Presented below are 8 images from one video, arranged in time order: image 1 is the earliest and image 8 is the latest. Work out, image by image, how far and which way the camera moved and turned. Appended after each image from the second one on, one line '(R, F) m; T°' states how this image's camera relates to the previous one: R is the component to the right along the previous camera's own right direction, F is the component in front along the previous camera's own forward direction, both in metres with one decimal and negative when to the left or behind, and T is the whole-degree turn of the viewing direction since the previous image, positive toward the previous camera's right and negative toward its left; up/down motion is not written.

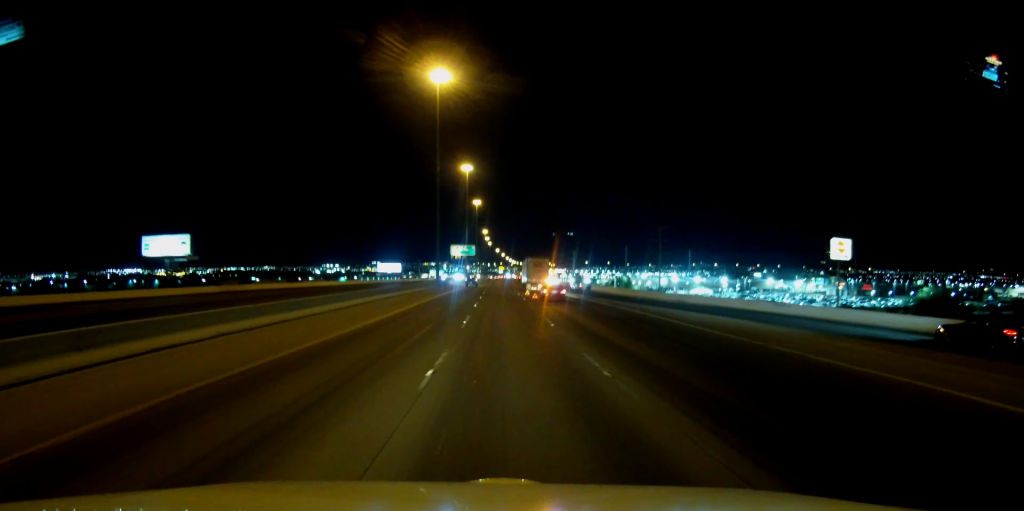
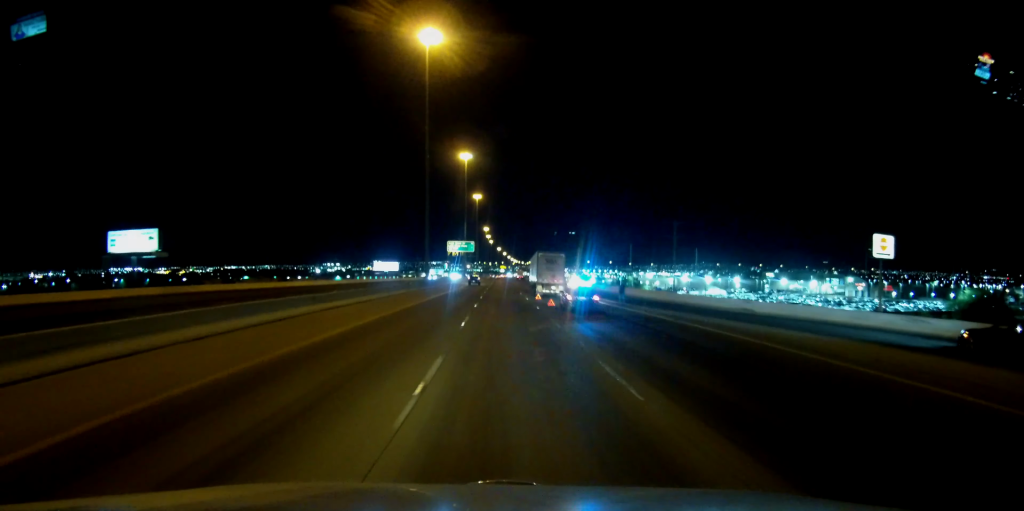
(-0.1, +15.4) m; 0°
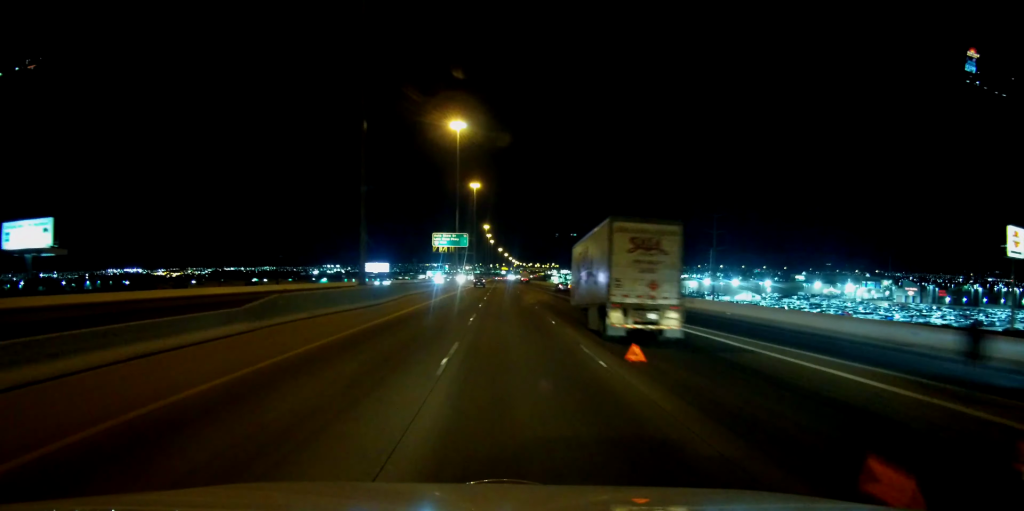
(+0.1, +35.5) m; +1°
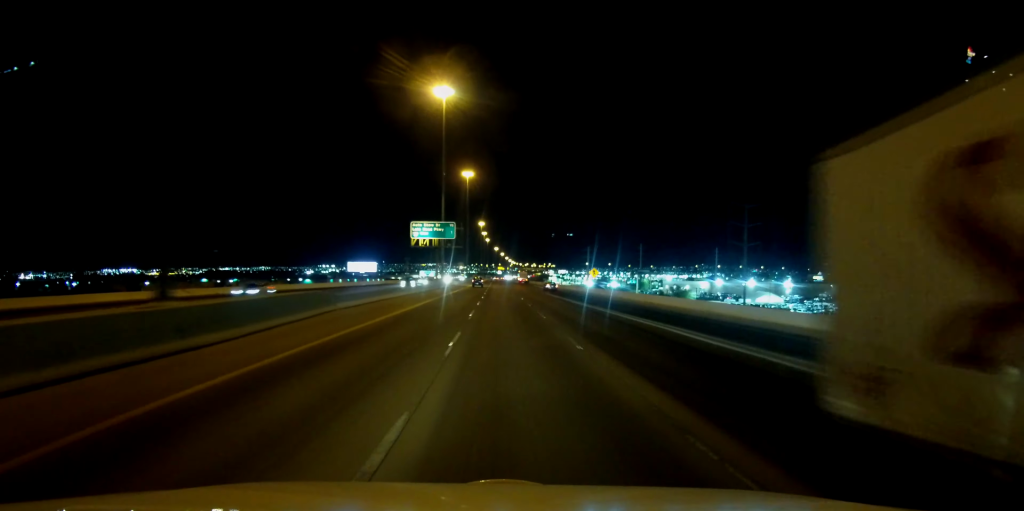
(+0.1, +23.1) m; +1°
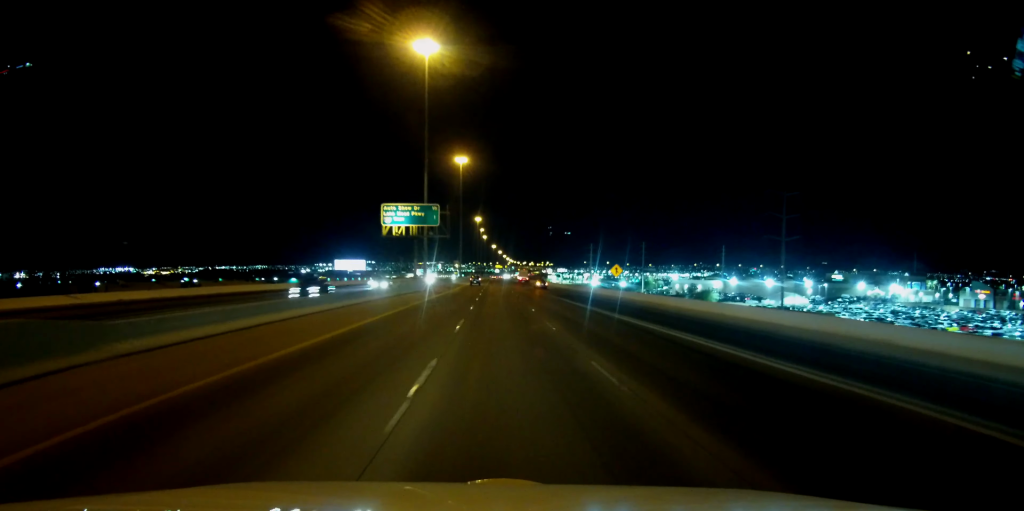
(+0.2, +20.1) m; +1°
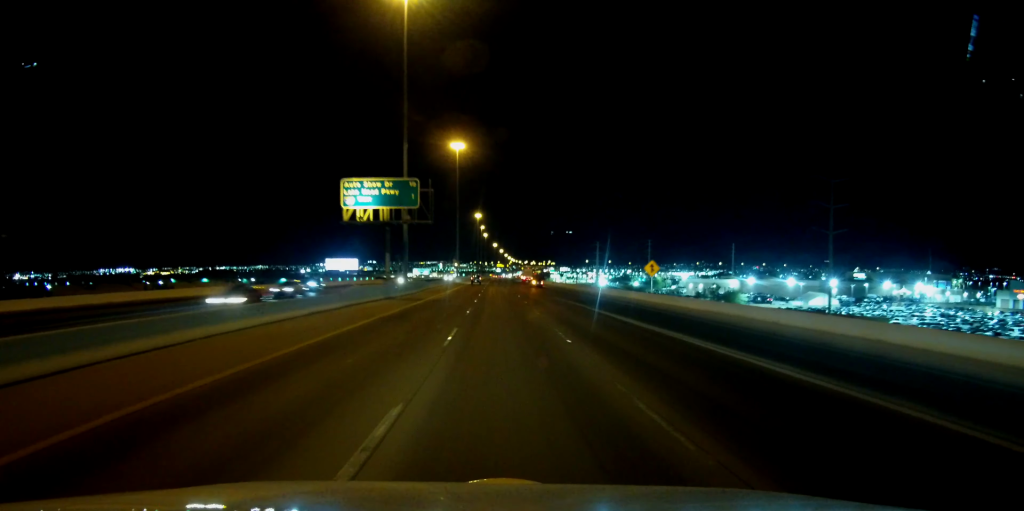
(0.0, +17.2) m; 0°
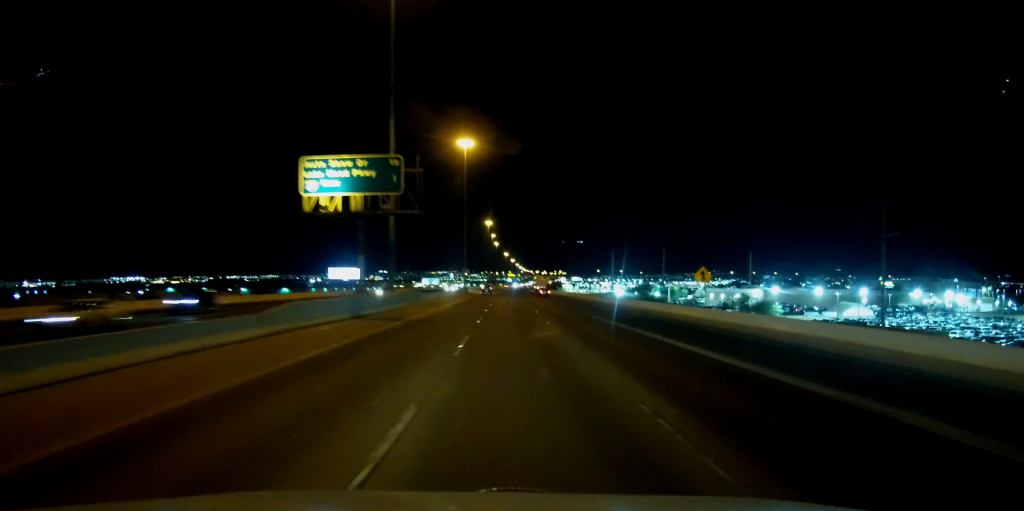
(+0.1, +12.3) m; 0°
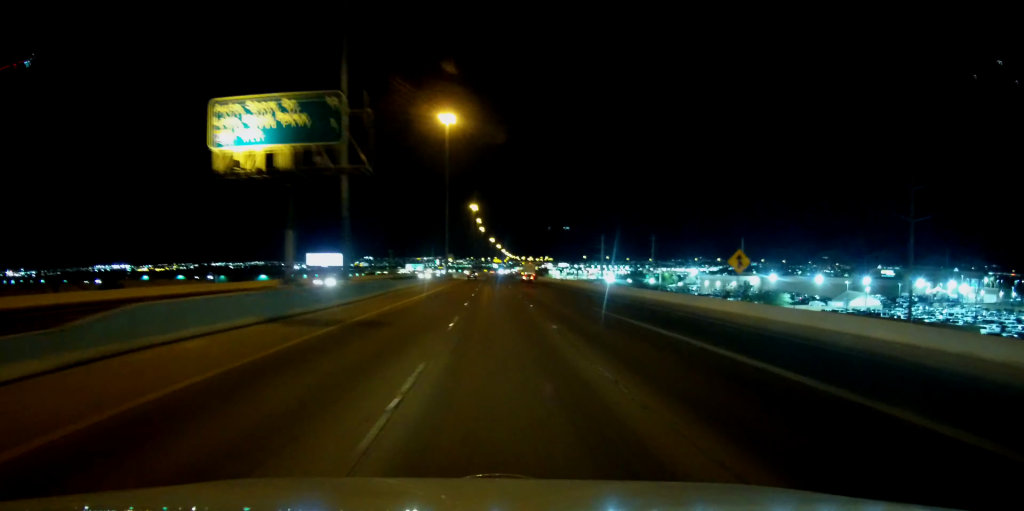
(+0.1, +10.0) m; 0°
